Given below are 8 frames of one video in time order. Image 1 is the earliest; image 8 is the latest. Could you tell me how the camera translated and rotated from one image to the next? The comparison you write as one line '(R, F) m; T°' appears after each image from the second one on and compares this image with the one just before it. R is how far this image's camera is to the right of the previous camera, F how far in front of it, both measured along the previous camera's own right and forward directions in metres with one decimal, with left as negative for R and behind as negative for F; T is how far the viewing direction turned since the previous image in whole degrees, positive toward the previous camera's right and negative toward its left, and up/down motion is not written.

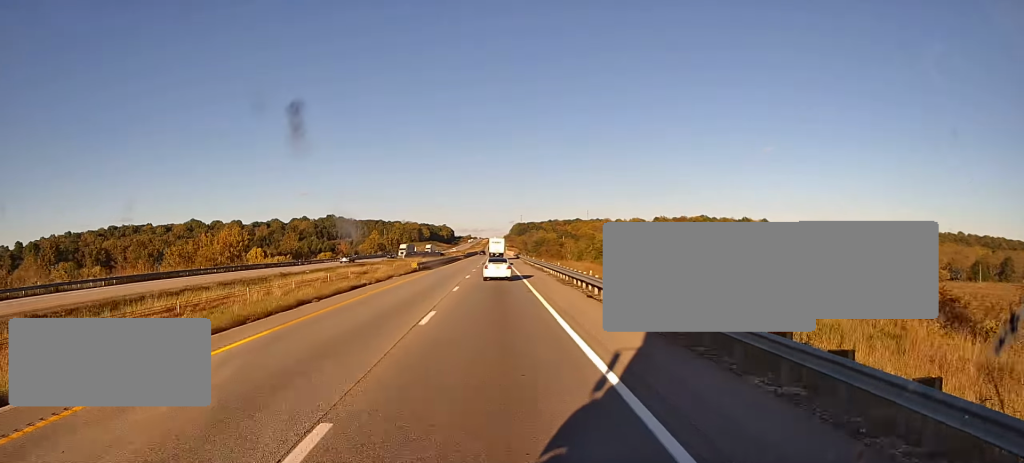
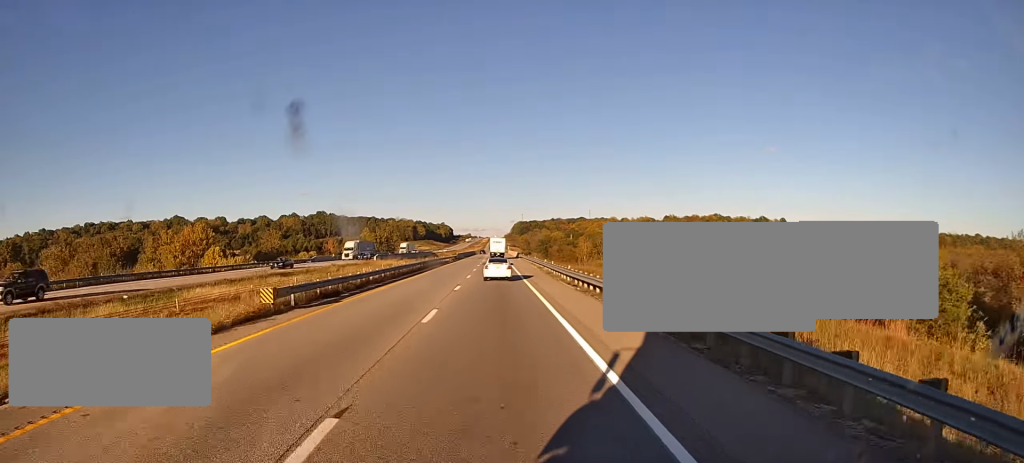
(-0.3, +36.5) m; 0°
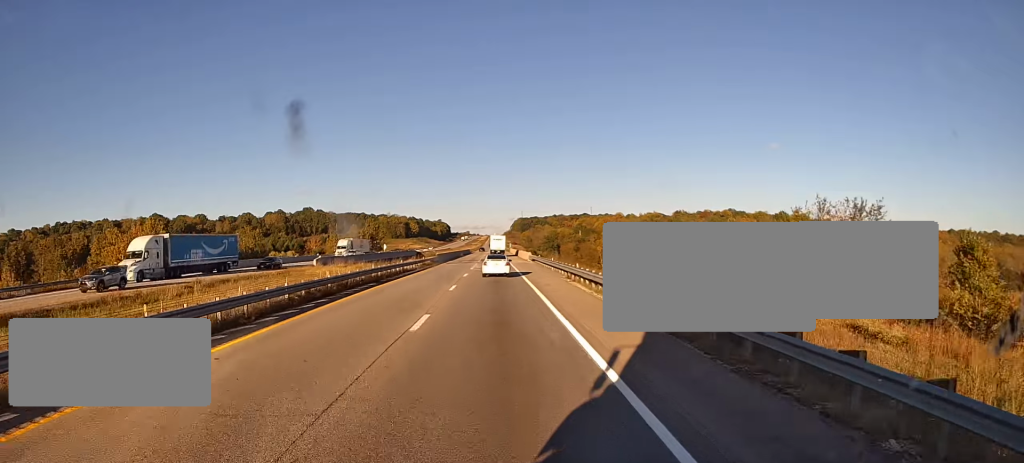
(0.0, +38.4) m; -1°
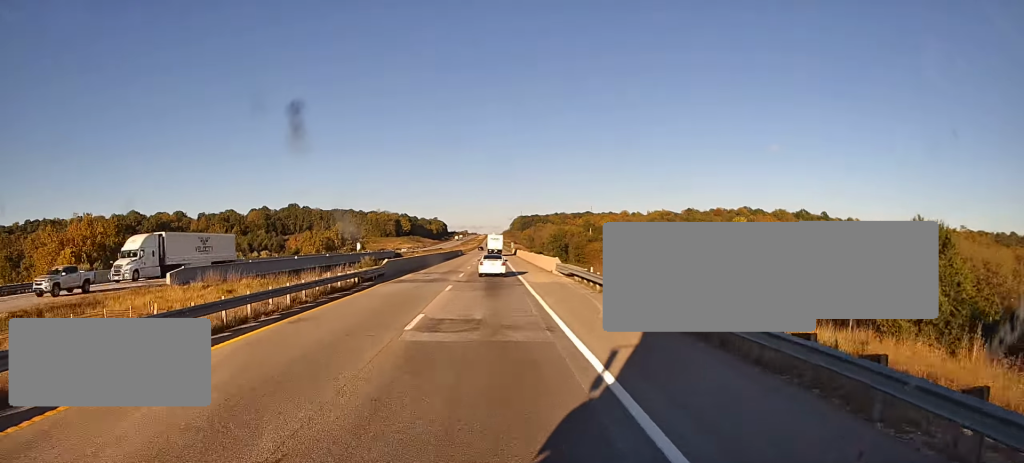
(-0.2, +36.3) m; +1°
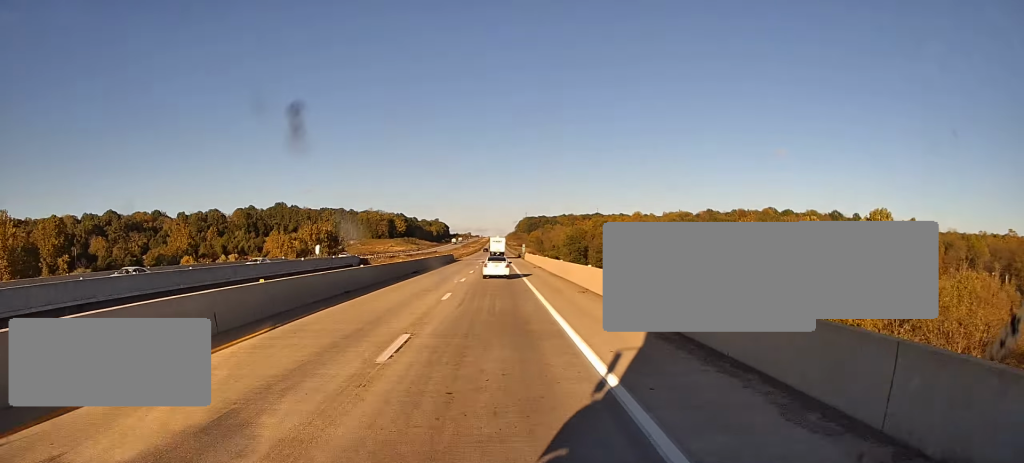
(+0.5, +40.3) m; -1°
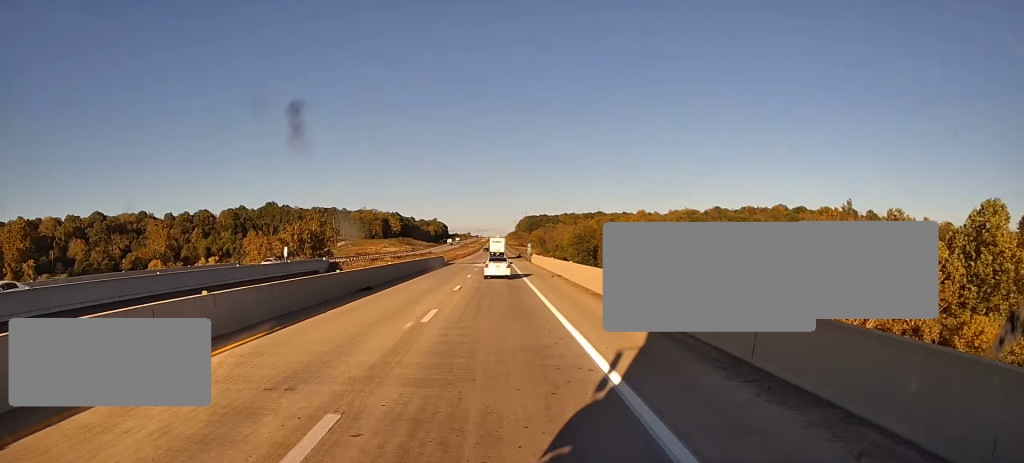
(-0.6, +18.6) m; -1°
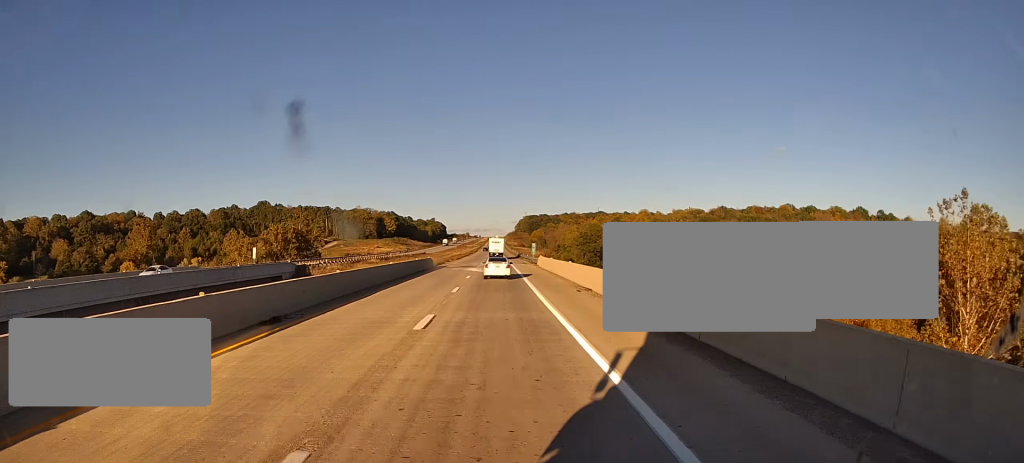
(+0.1, +13.4) m; 0°
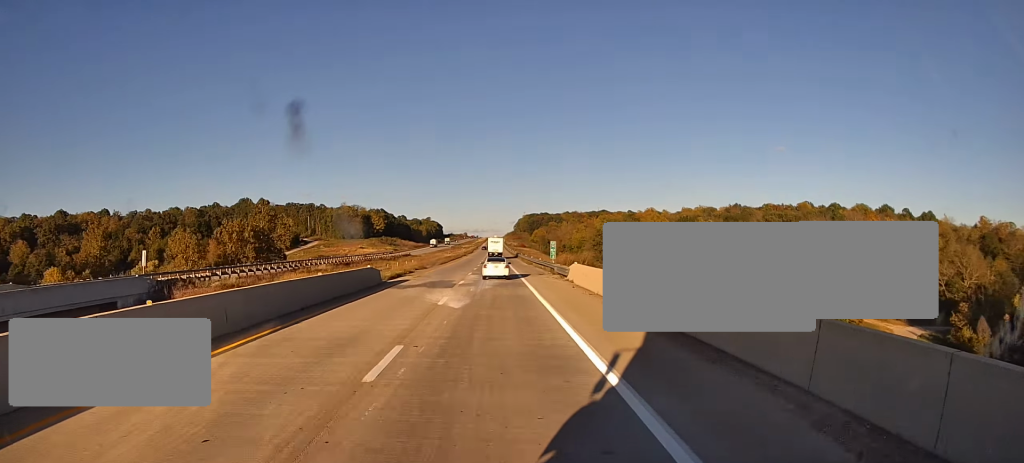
(+0.4, +29.9) m; +1°
